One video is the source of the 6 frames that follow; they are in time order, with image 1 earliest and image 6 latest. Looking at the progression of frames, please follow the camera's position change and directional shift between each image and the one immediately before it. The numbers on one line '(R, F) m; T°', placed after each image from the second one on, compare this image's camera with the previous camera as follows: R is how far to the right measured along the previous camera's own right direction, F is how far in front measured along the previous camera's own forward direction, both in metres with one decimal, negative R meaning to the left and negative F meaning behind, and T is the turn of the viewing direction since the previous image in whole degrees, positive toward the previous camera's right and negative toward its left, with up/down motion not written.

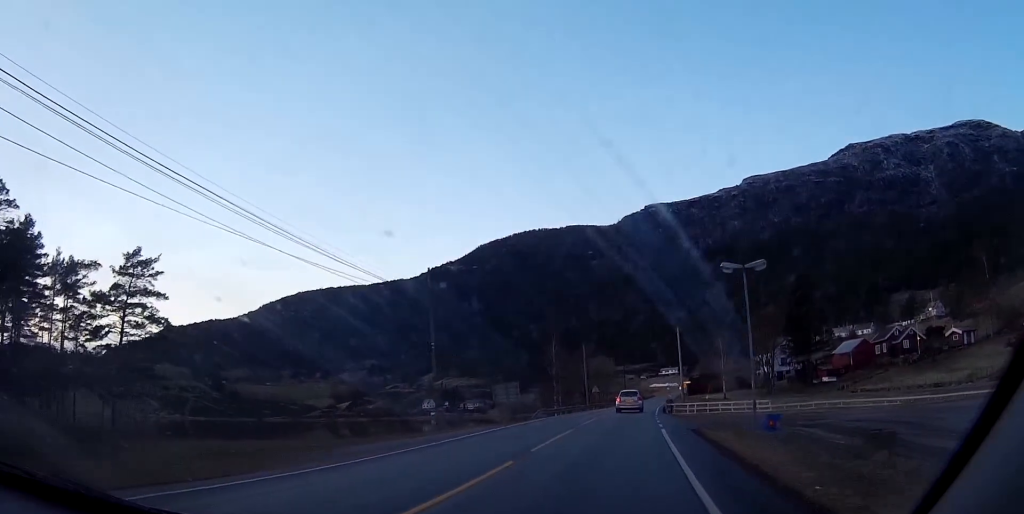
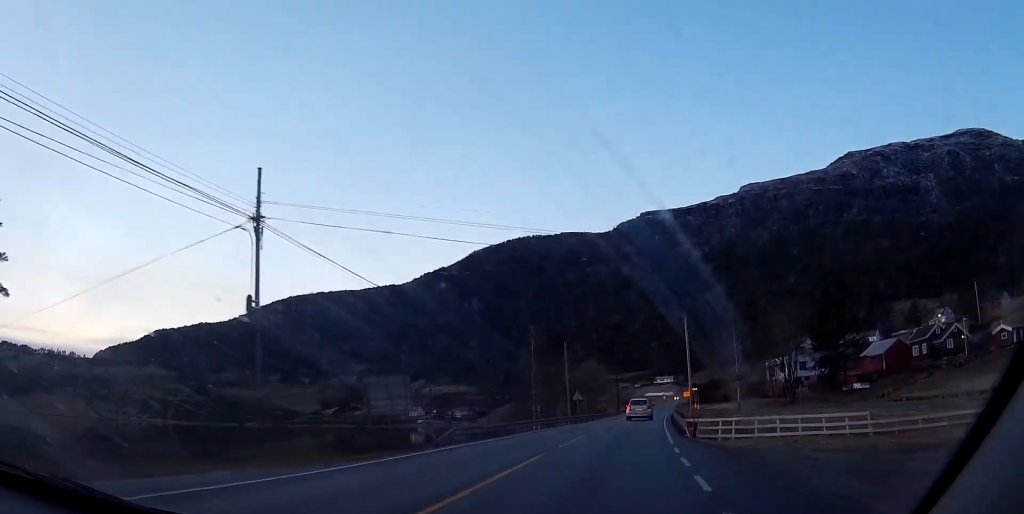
(+0.1, +21.2) m; +1°
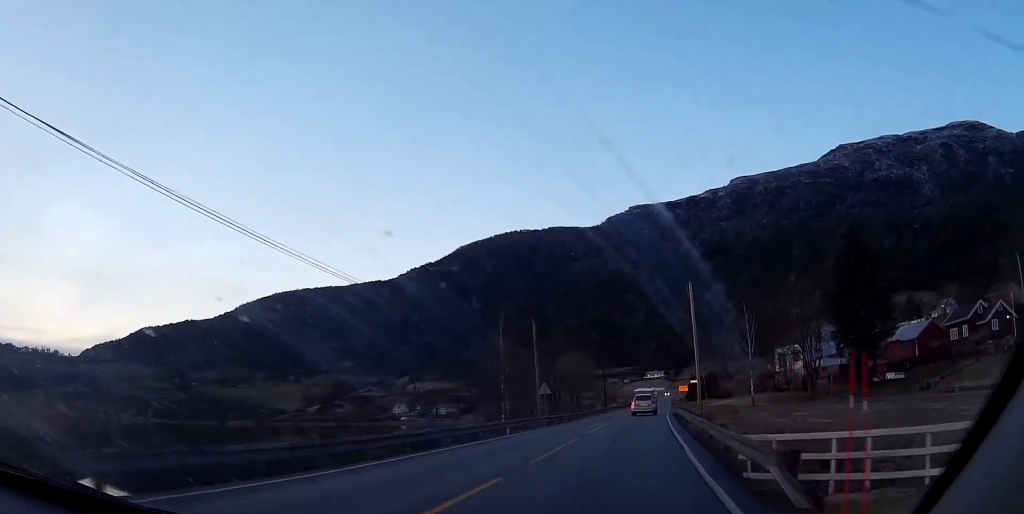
(+0.2, +18.1) m; +1°
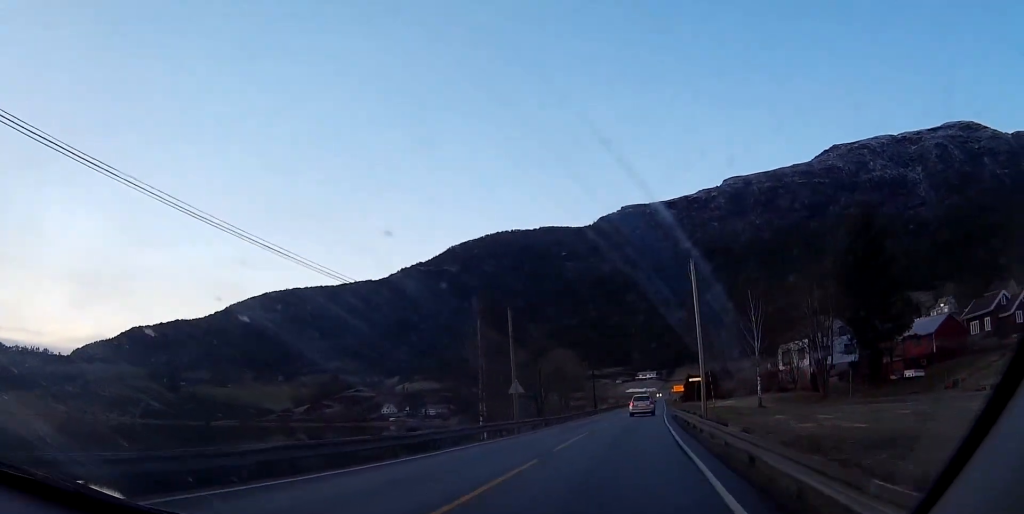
(0.0, +8.7) m; +1°
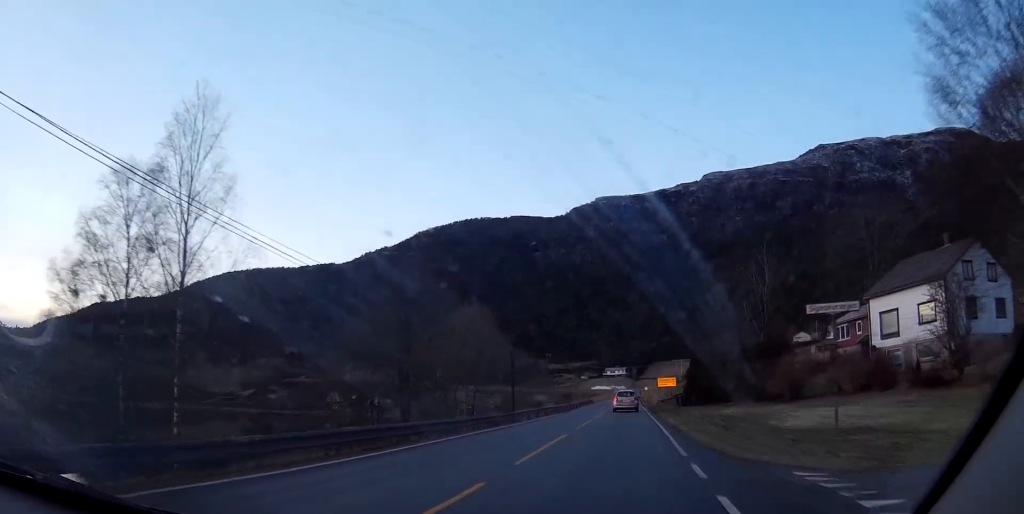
(+1.5, +53.8) m; +2°
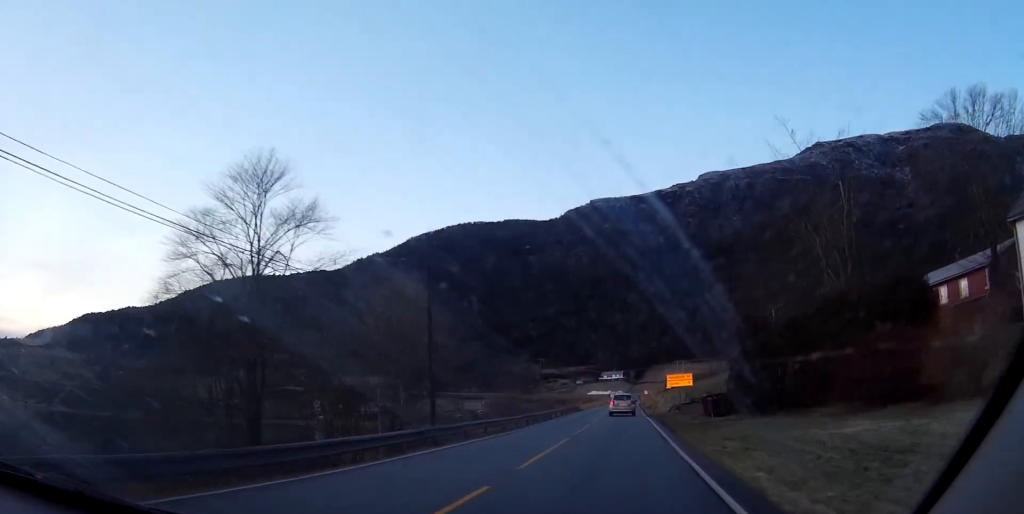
(0.0, +24.4) m; 0°
